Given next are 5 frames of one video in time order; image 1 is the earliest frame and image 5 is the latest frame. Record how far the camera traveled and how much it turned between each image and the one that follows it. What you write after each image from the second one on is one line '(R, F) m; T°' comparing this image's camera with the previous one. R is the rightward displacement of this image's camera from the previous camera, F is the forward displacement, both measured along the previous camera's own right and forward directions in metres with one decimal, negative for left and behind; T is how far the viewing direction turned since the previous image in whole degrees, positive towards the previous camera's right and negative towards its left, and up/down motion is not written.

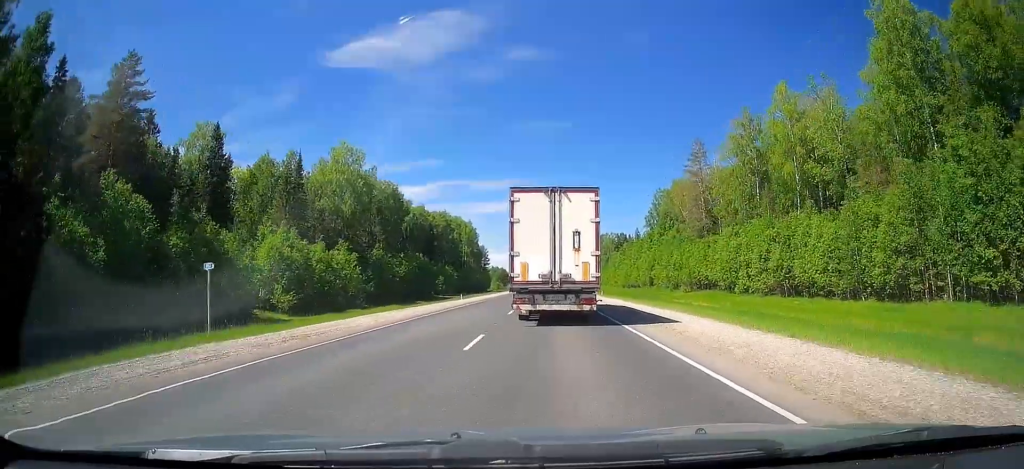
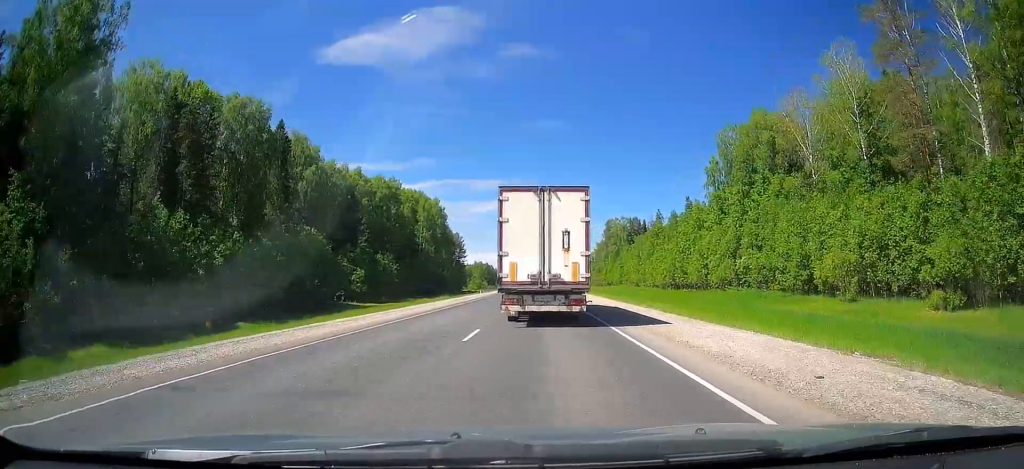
(+0.8, +58.2) m; +2°
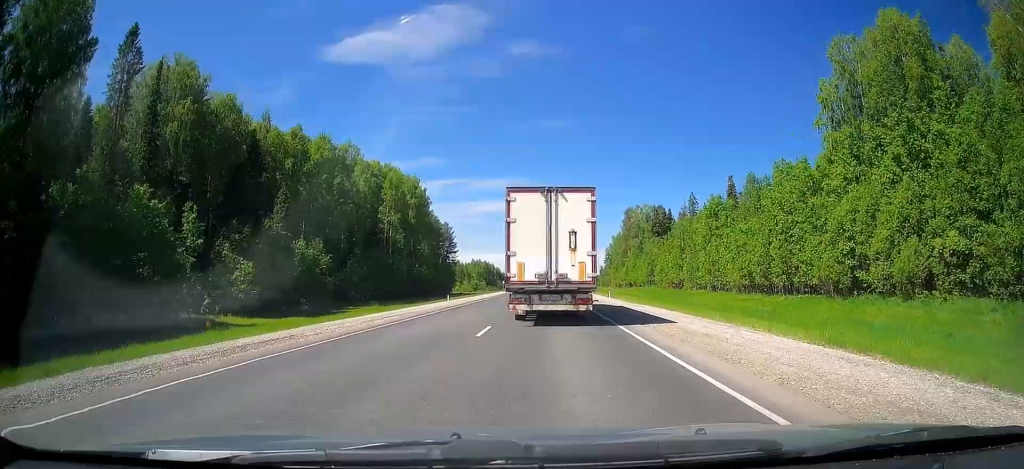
(-0.1, +35.1) m; -1°
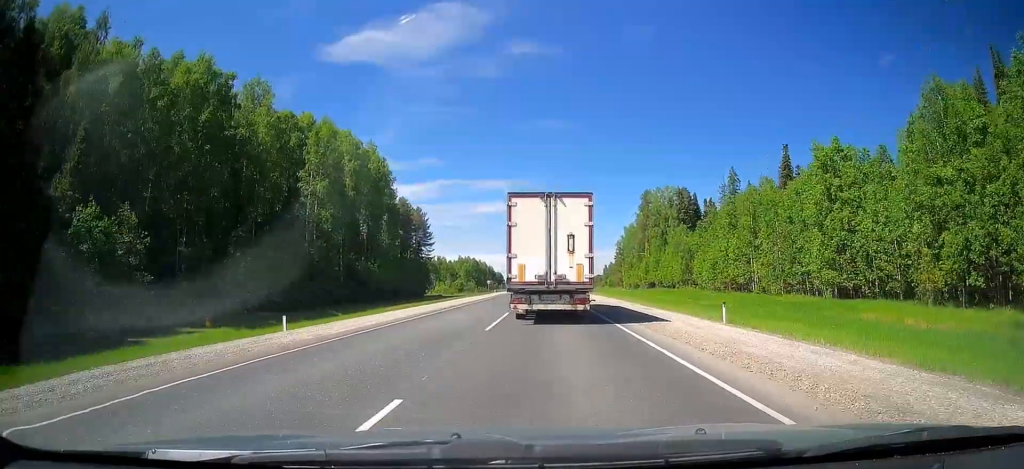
(-0.3, +34.4) m; -1°
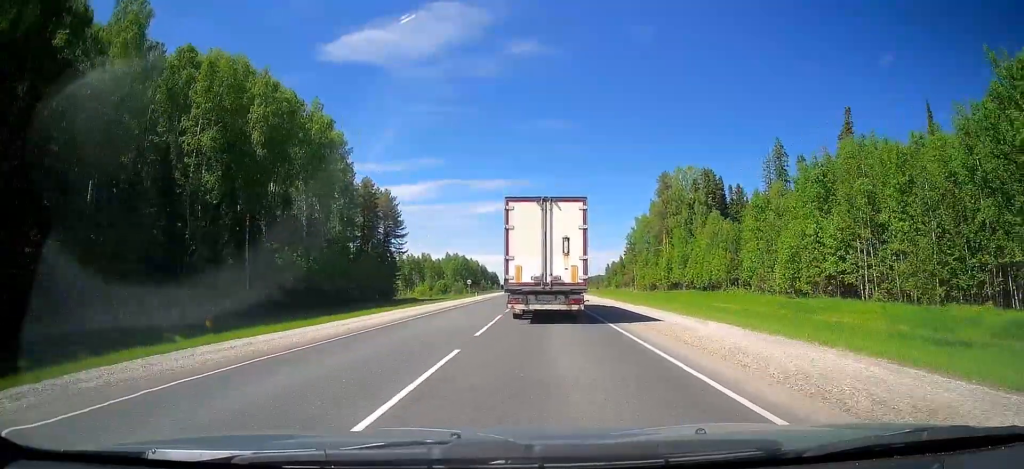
(0.0, +25.1) m; +1°
